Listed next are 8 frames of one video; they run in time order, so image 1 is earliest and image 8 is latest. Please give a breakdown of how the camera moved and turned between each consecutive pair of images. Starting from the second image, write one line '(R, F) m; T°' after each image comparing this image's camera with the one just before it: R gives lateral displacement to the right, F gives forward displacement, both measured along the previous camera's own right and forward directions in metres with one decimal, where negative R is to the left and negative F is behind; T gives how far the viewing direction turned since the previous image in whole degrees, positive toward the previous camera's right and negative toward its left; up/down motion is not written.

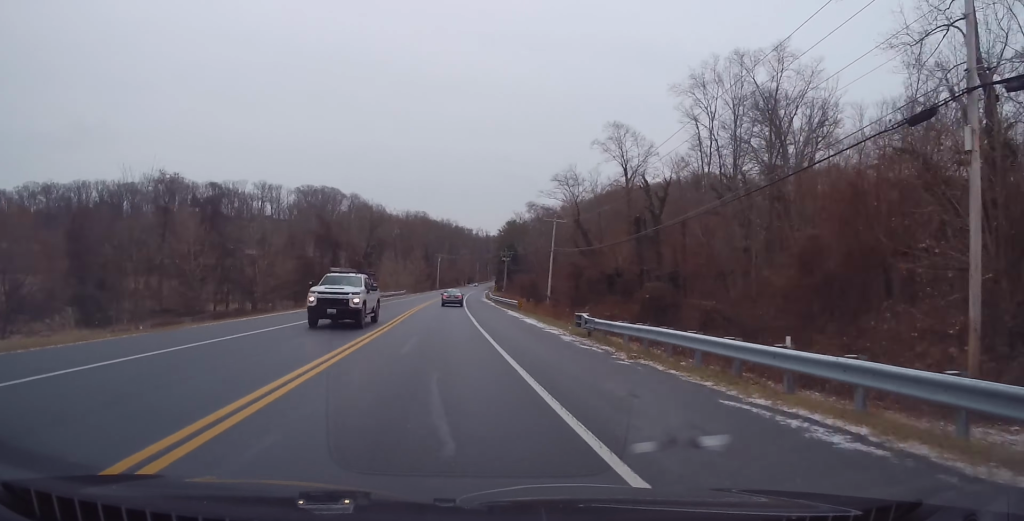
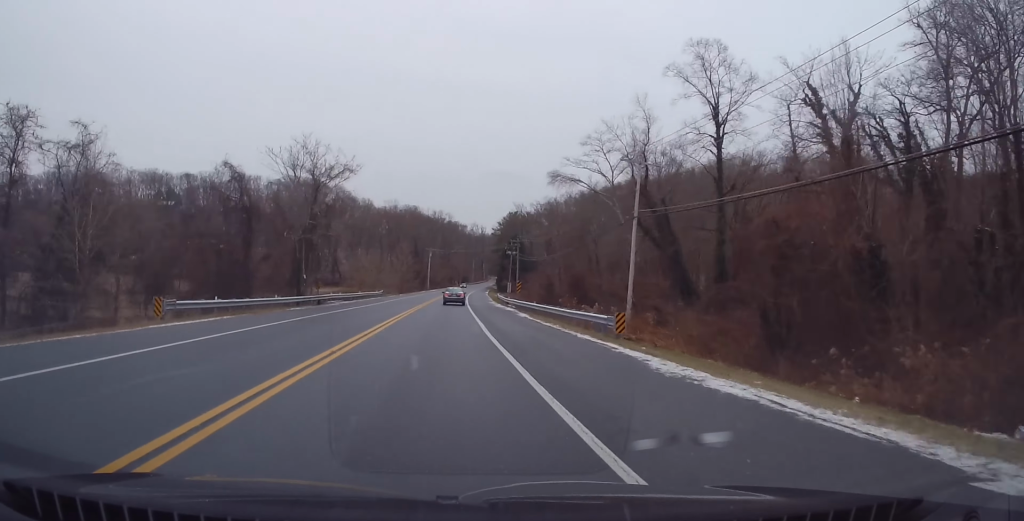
(+0.6, +32.4) m; +1°
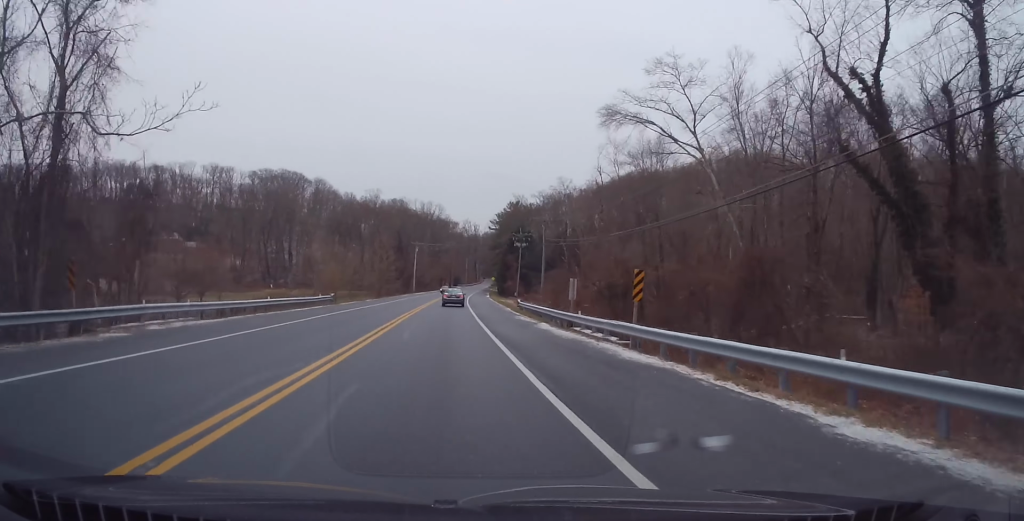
(+0.1, +32.9) m; 0°
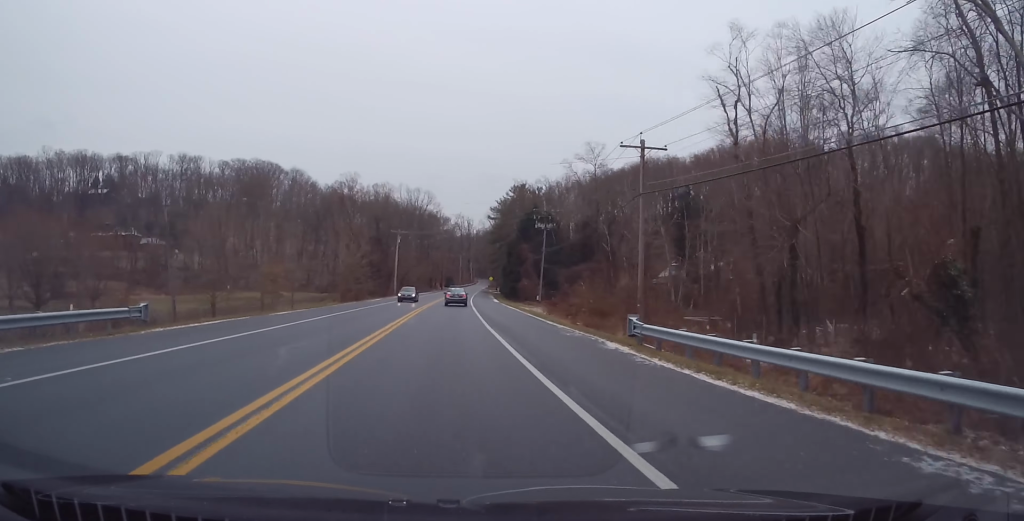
(+0.1, +34.2) m; +1°
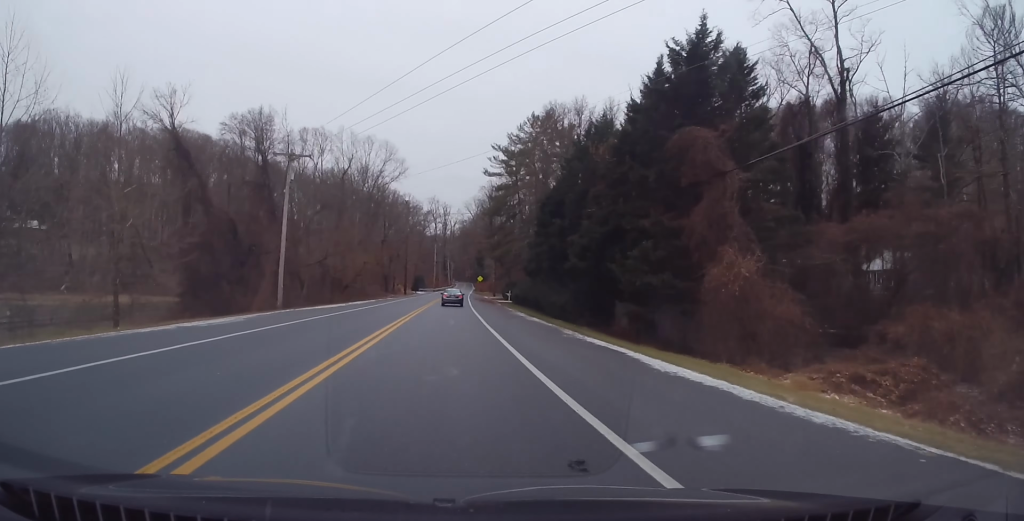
(+1.5, +70.2) m; +2°
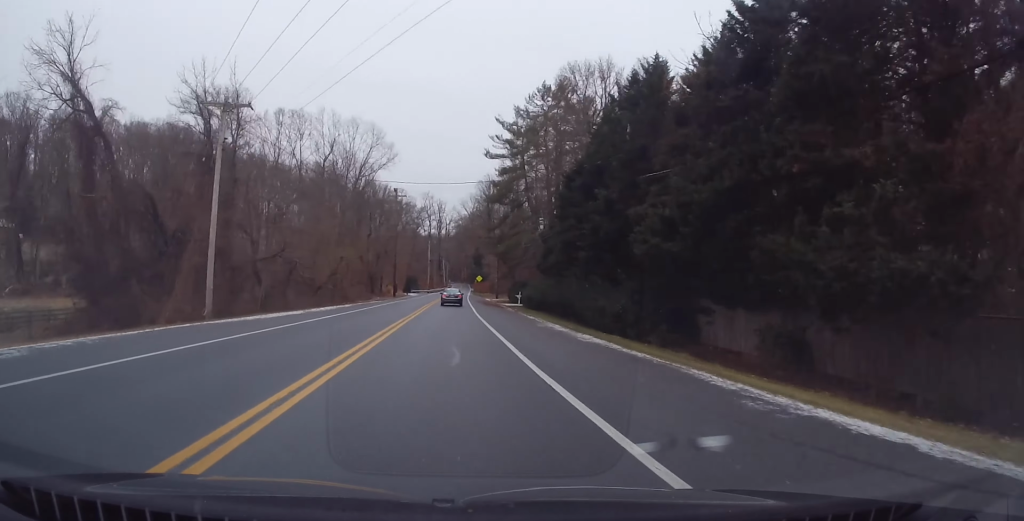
(-0.1, +14.3) m; +1°
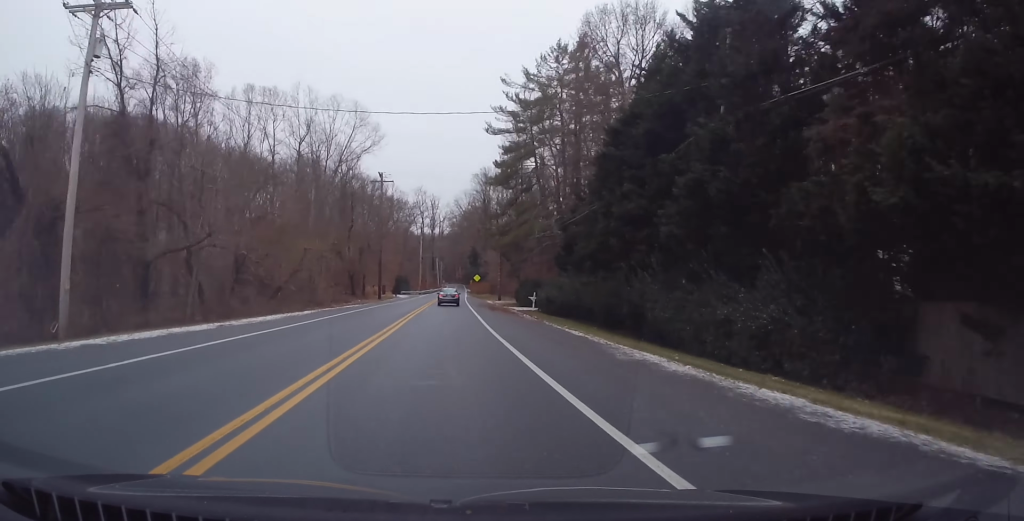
(+0.2, +13.6) m; +1°
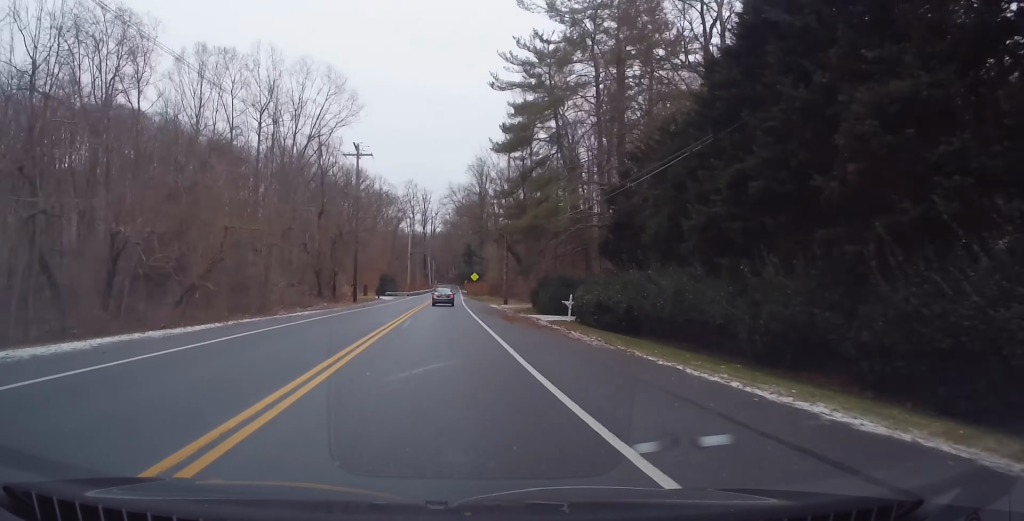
(+0.3, +16.9) m; +1°
